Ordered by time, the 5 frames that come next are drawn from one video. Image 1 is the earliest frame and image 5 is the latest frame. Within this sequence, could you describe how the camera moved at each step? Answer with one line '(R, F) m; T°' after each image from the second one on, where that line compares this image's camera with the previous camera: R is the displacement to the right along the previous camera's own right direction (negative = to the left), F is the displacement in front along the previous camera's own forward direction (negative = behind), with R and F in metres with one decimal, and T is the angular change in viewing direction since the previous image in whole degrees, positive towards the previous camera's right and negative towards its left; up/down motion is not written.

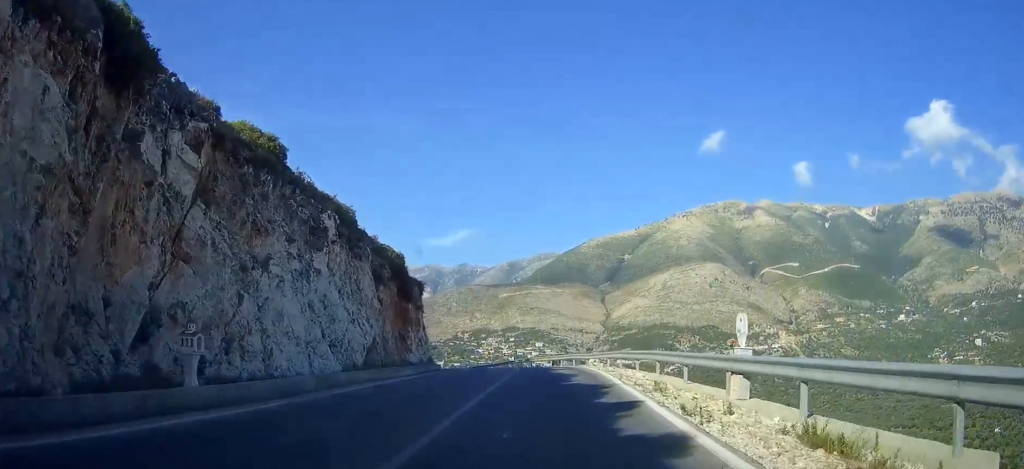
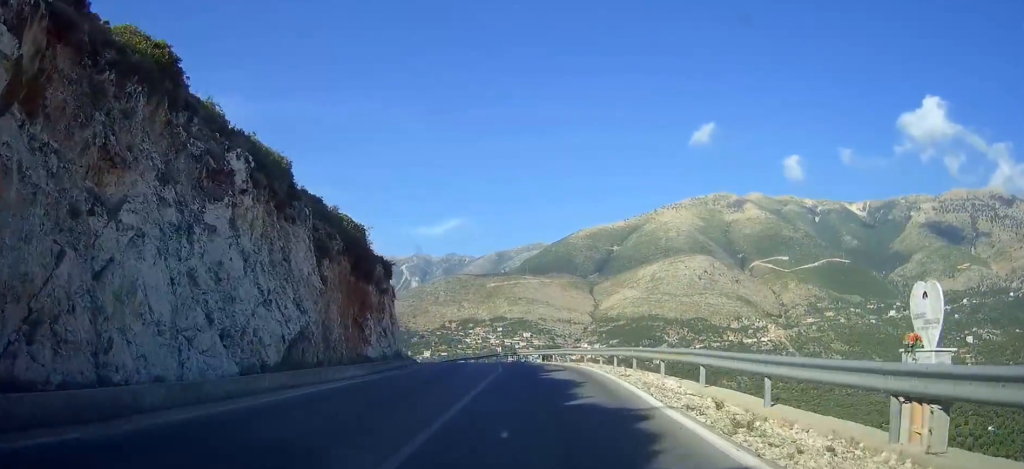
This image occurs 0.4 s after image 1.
(0.0, +7.0) m; 0°
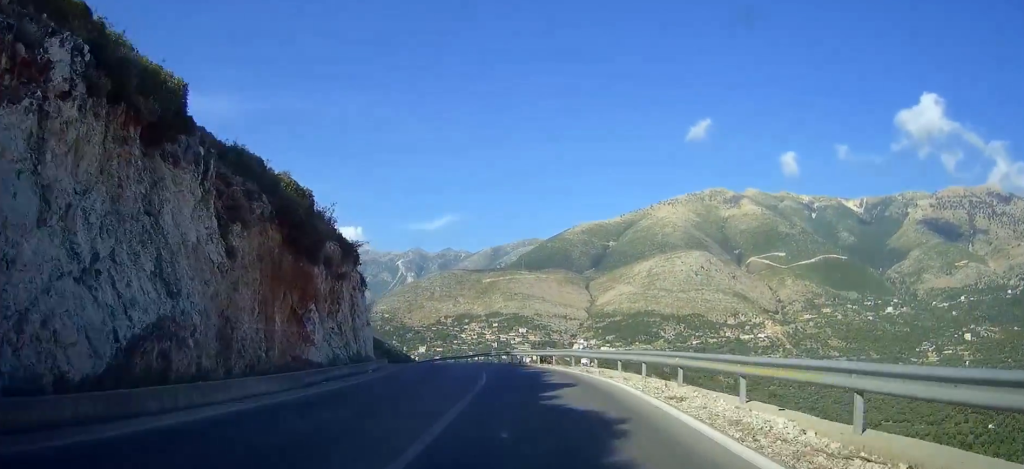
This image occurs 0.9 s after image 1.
(0.0, +8.1) m; 0°
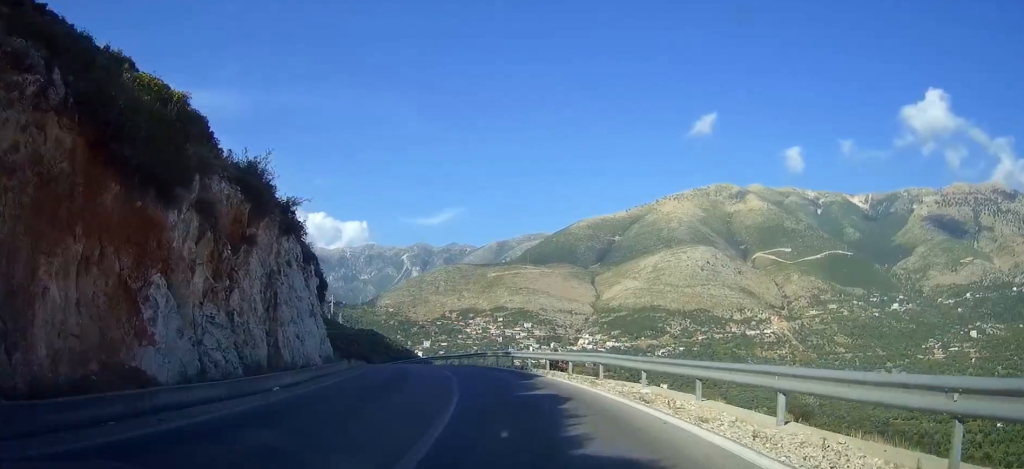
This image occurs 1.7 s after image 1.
(0.0, +10.9) m; 0°
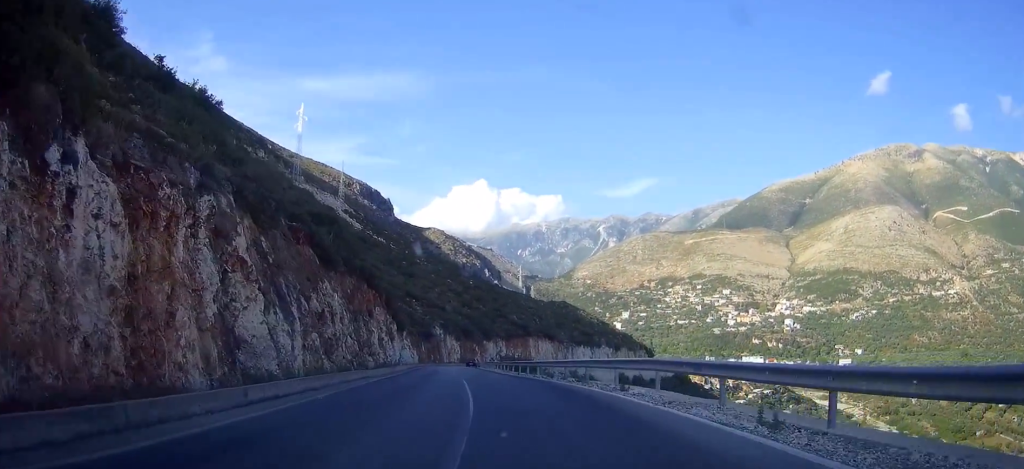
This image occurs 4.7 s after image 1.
(-3.2, +44.5) m; -11°
